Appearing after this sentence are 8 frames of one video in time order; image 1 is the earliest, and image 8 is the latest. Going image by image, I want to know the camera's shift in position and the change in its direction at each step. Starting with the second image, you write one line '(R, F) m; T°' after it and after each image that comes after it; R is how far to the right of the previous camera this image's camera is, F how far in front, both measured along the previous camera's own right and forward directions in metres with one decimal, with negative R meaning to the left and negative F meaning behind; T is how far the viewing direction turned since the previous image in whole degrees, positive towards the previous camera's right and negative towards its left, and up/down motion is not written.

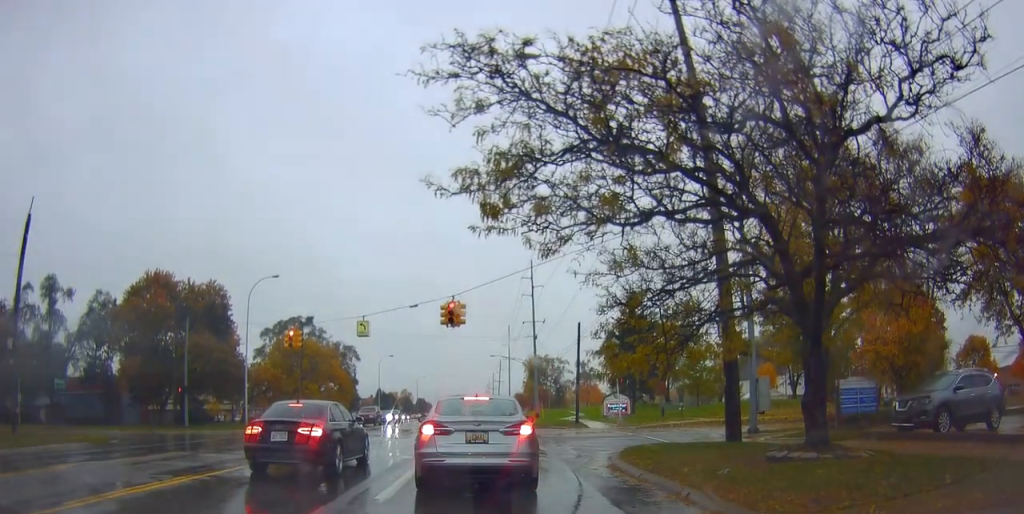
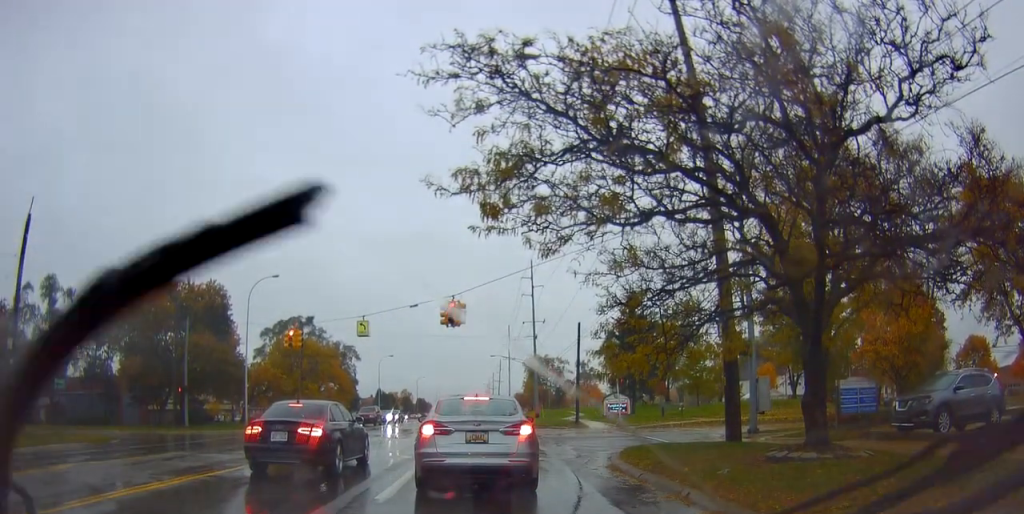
(-0.1, 0.0) m; 0°
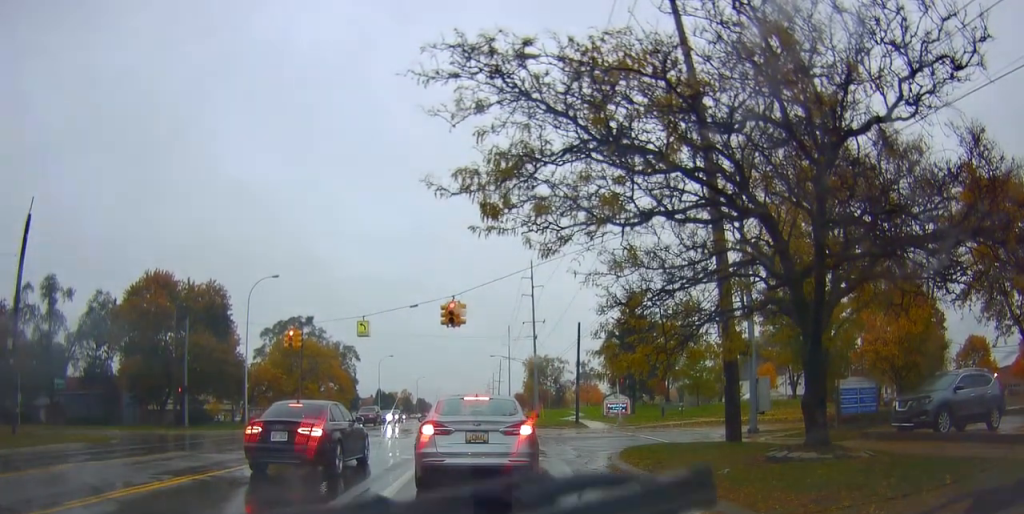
(0.0, 0.0) m; 0°
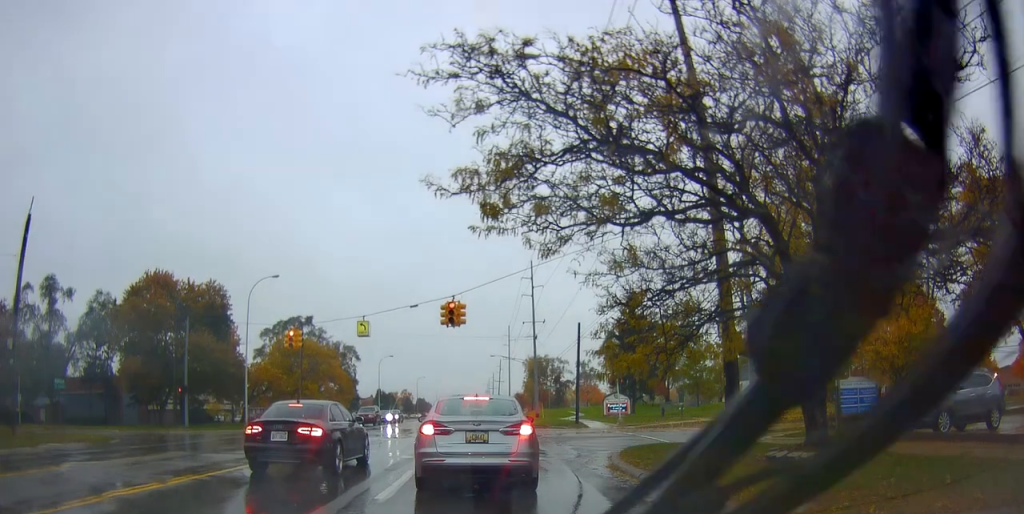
(0.0, 0.0) m; 0°
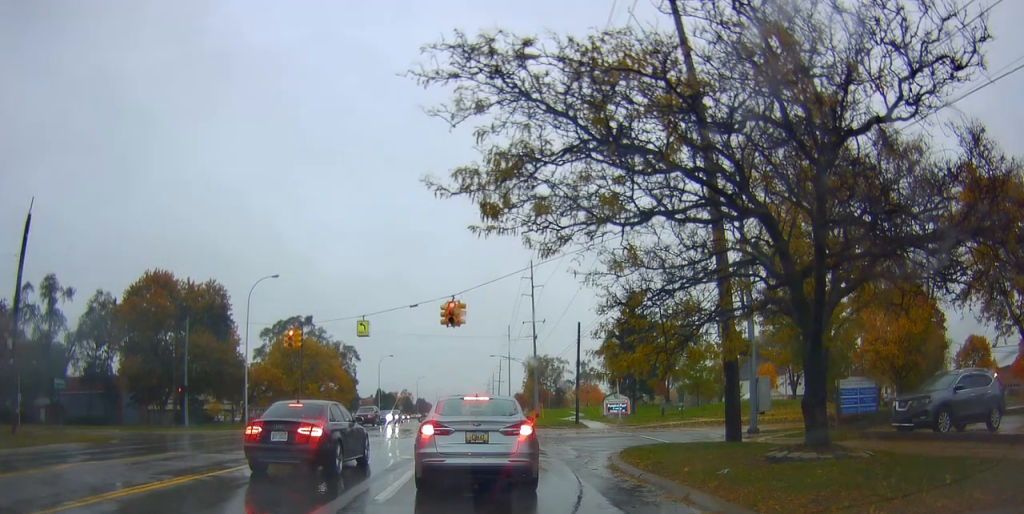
(-0.2, +0.3) m; 0°
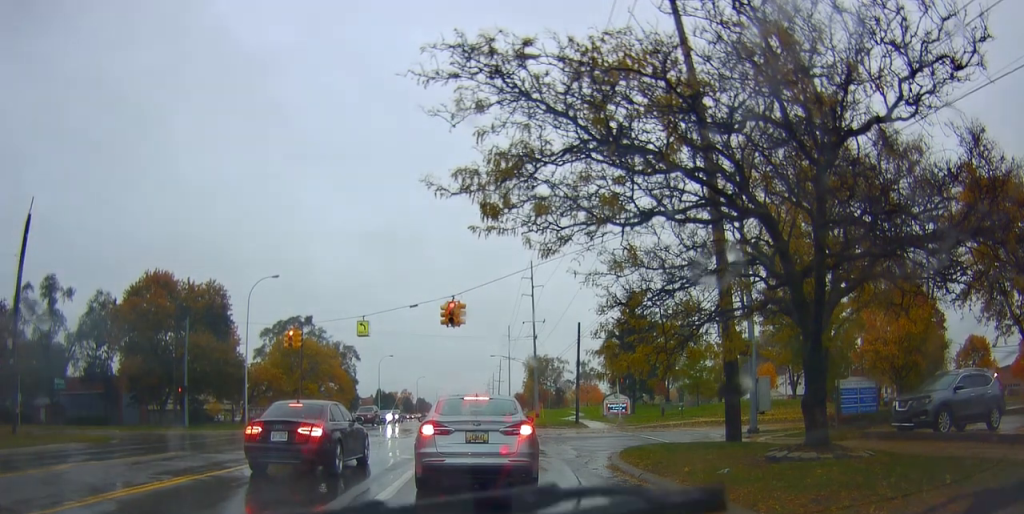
(0.0, 0.0) m; 0°
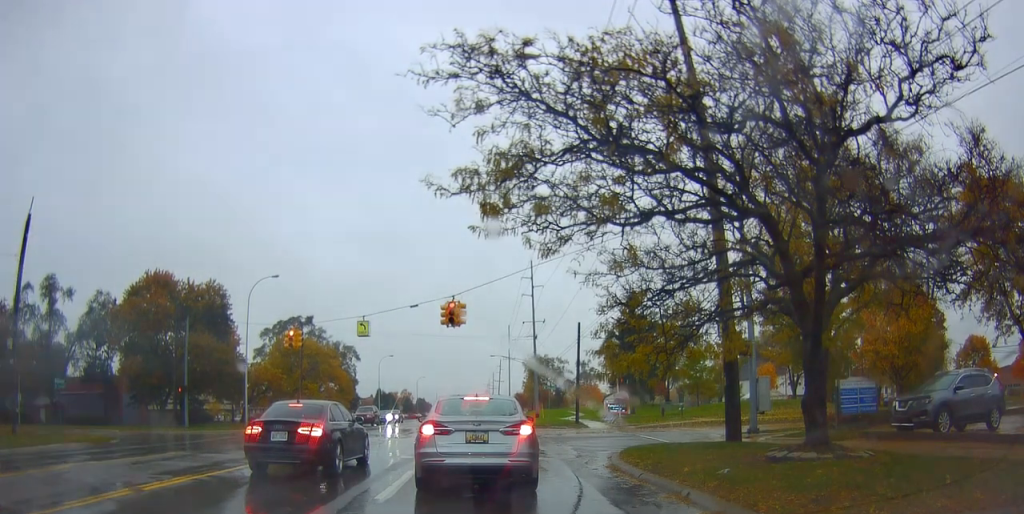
(+0.1, +0.3) m; 0°
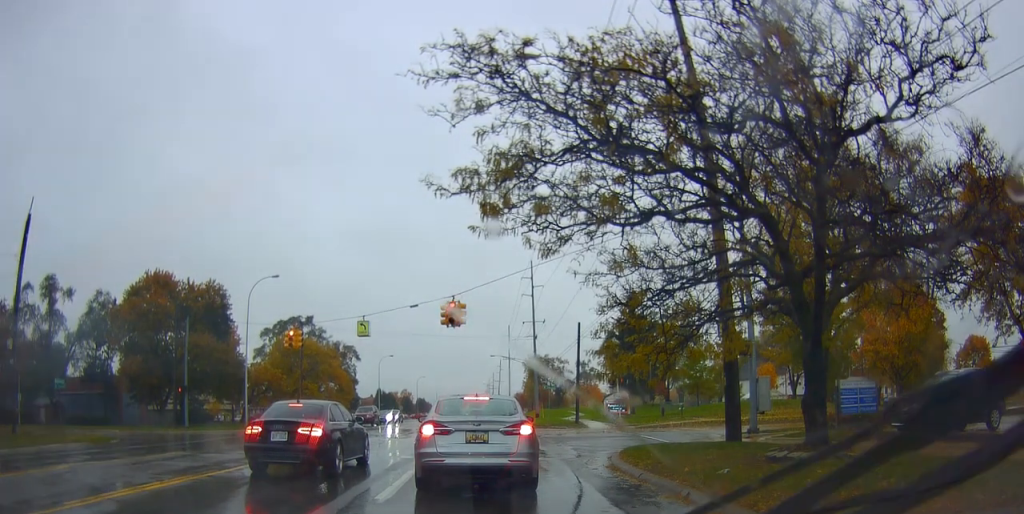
(0.0, 0.0) m; 0°
